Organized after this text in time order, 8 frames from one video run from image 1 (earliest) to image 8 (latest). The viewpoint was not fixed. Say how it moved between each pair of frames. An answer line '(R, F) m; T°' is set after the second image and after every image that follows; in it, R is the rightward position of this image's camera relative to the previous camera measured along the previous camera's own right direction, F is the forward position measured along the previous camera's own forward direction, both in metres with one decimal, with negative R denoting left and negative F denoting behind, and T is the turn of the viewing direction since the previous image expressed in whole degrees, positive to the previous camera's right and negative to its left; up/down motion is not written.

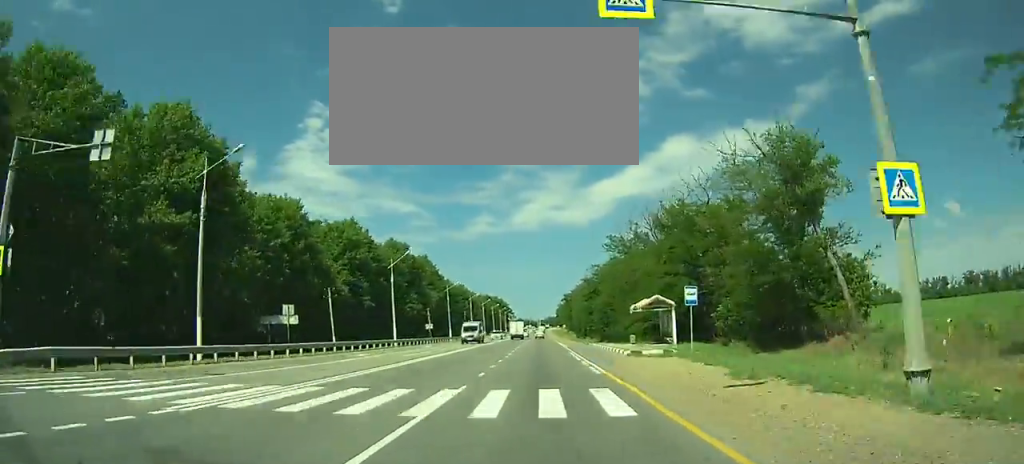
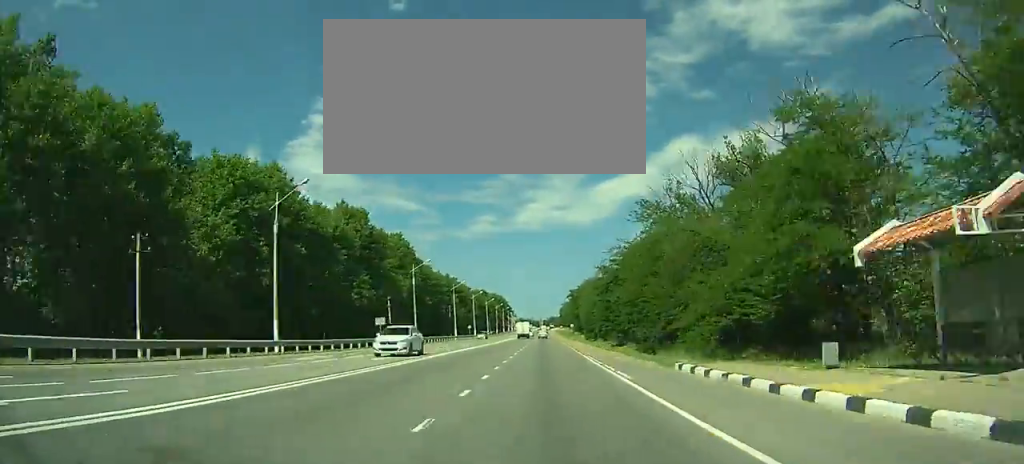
(-0.1, +31.2) m; 0°
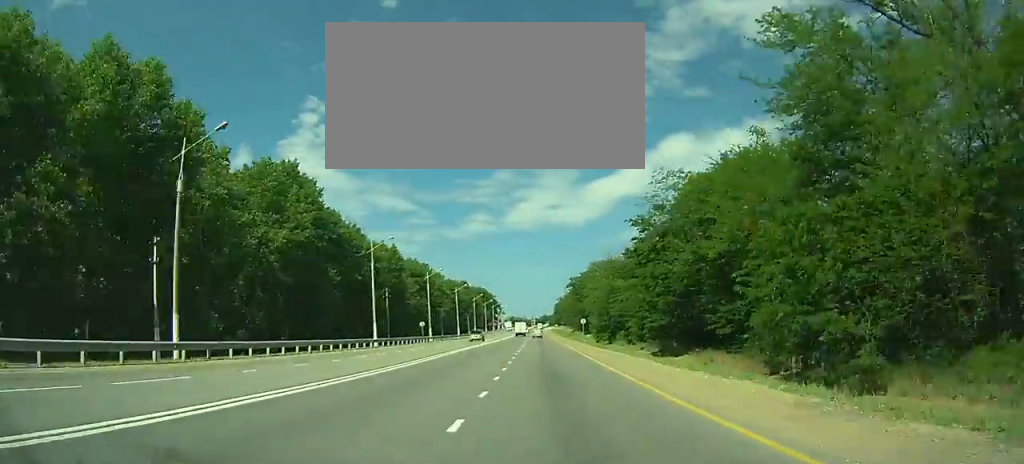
(+0.1, +48.4) m; 0°
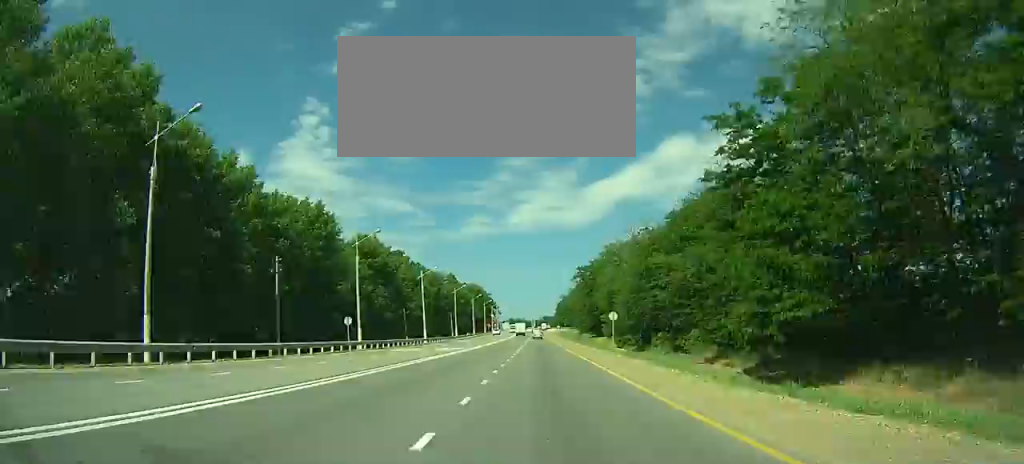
(+0.1, +33.2) m; 0°
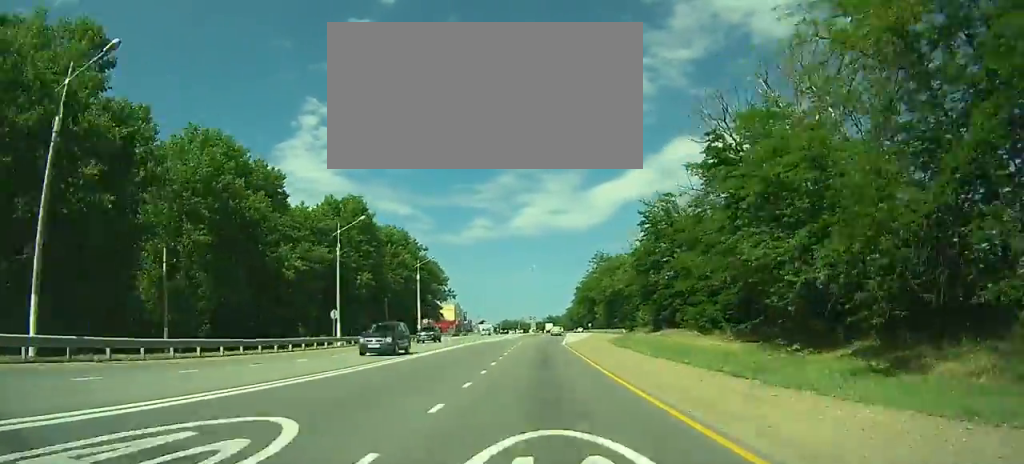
(+0.7, +144.4) m; +1°
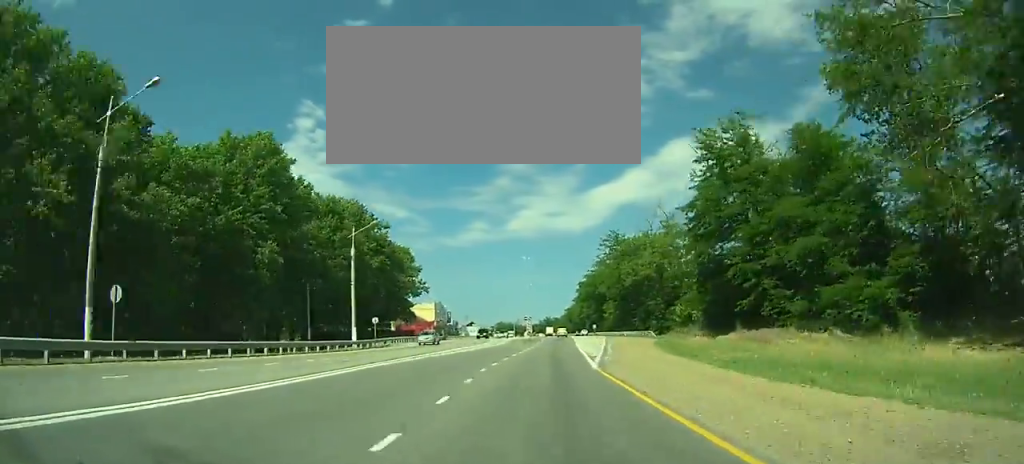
(0.0, +24.7) m; +1°
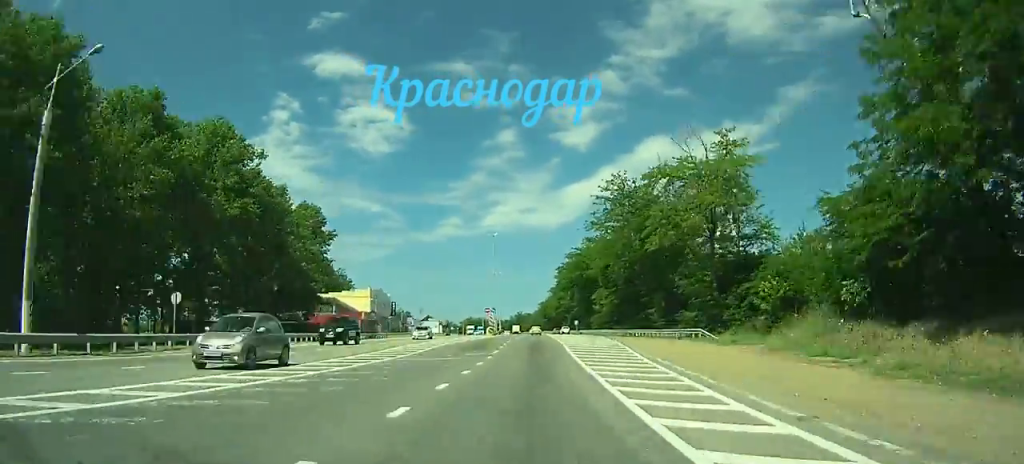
(+0.1, +31.4) m; +1°
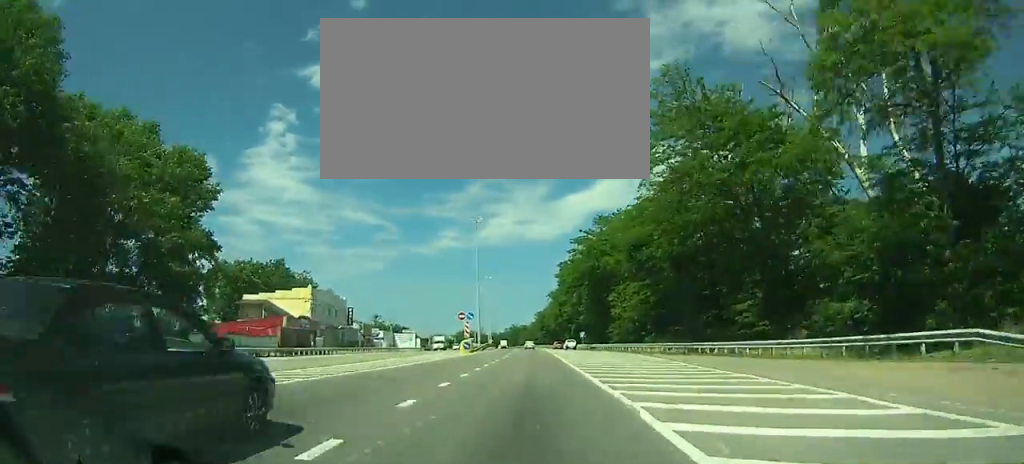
(+0.6, +28.2) m; +1°
